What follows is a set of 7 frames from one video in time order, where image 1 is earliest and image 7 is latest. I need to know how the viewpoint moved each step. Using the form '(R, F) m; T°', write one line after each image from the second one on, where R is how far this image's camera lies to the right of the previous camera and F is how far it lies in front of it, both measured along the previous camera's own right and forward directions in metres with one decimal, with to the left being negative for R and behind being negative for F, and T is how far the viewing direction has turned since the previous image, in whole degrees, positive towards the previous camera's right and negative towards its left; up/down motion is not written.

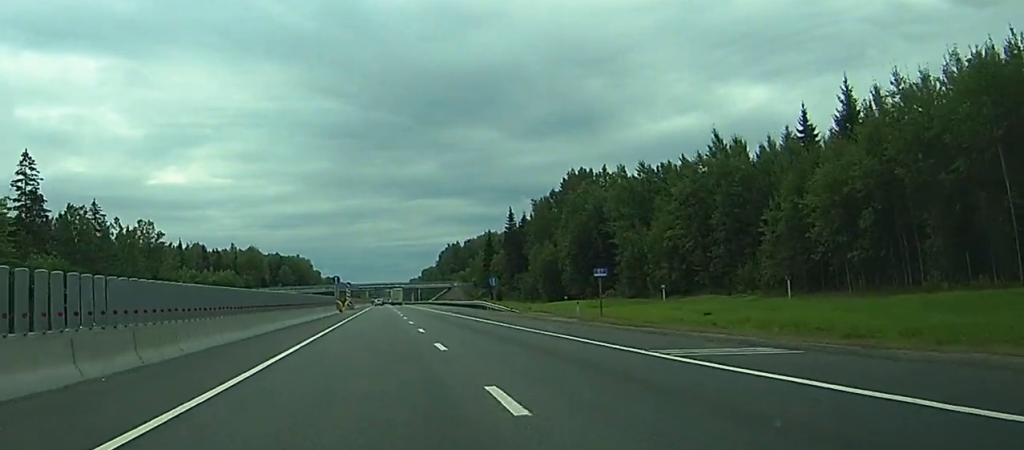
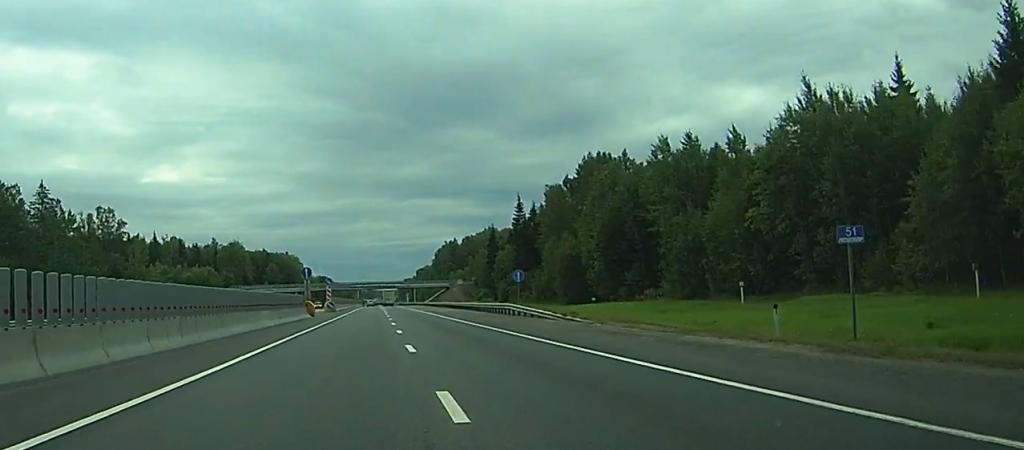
(+0.1, +24.7) m; 0°
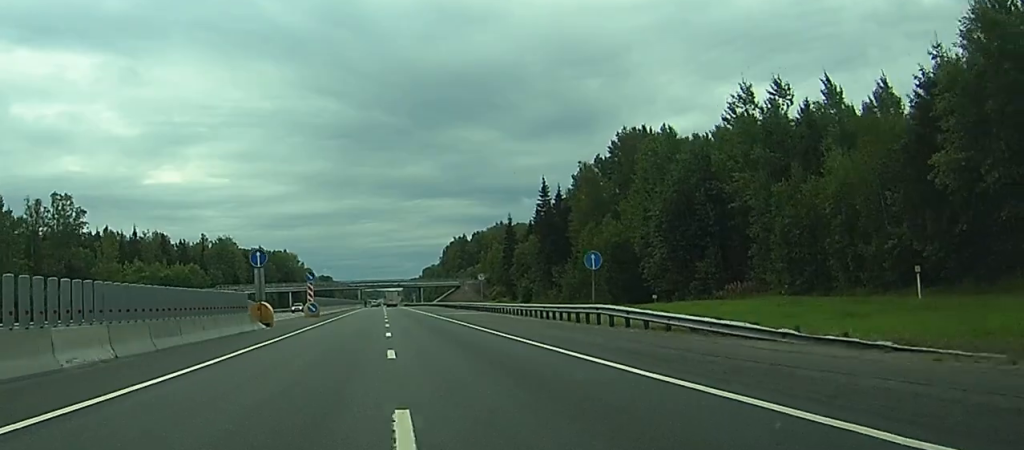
(+0.1, +26.4) m; 0°
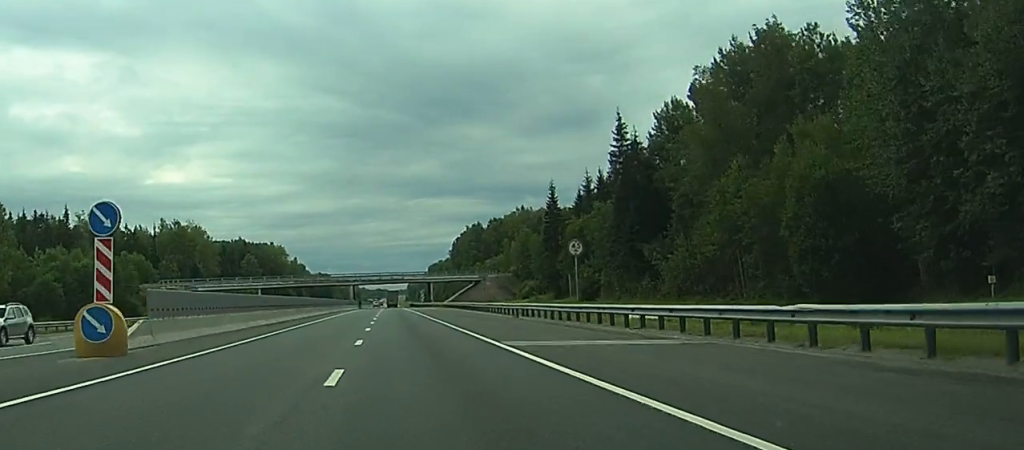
(+0.3, +54.7) m; 0°
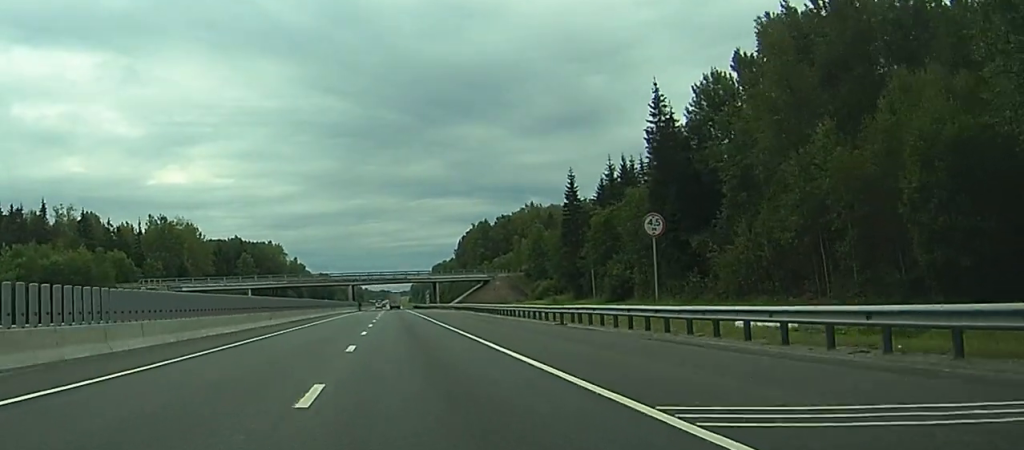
(0.0, +14.6) m; 0°
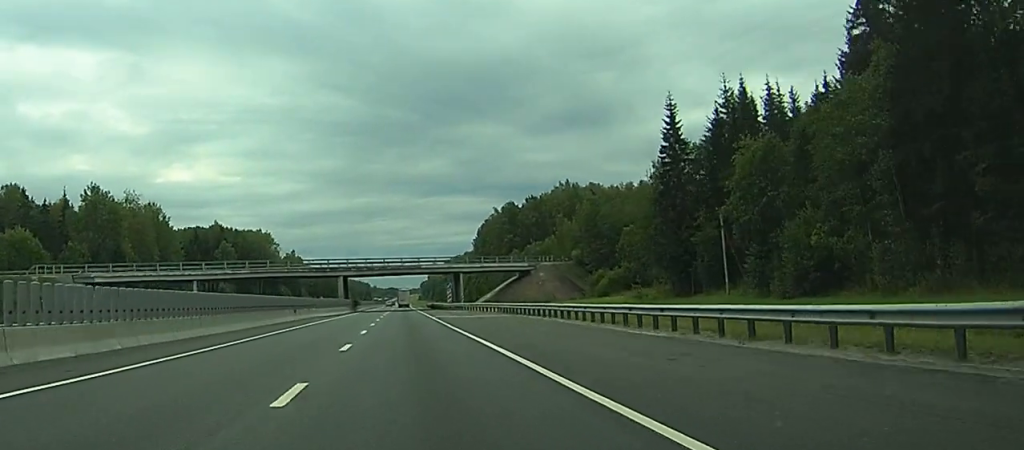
(-0.5, +48.0) m; -1°
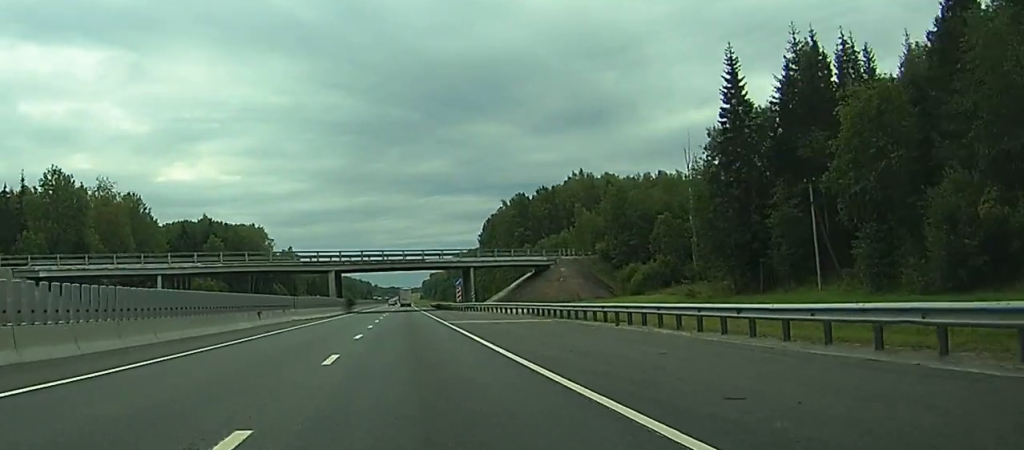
(-0.1, +17.1) m; 0°
